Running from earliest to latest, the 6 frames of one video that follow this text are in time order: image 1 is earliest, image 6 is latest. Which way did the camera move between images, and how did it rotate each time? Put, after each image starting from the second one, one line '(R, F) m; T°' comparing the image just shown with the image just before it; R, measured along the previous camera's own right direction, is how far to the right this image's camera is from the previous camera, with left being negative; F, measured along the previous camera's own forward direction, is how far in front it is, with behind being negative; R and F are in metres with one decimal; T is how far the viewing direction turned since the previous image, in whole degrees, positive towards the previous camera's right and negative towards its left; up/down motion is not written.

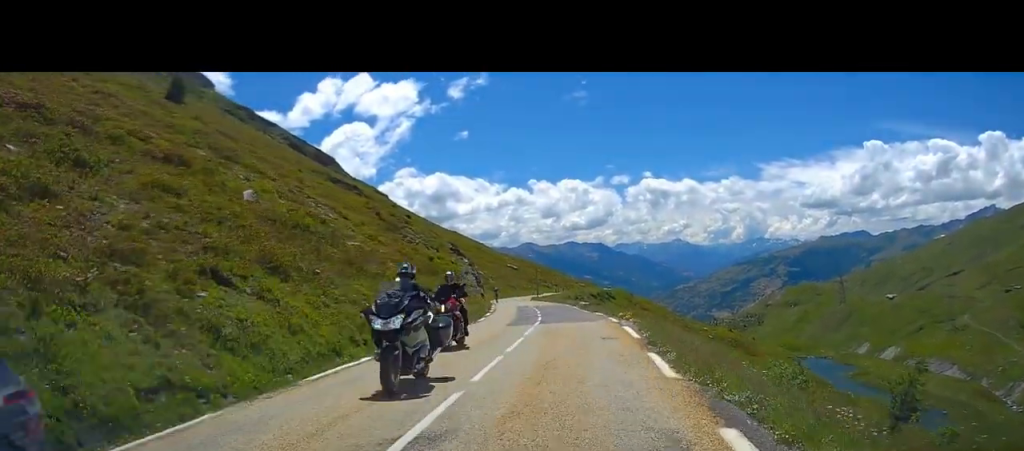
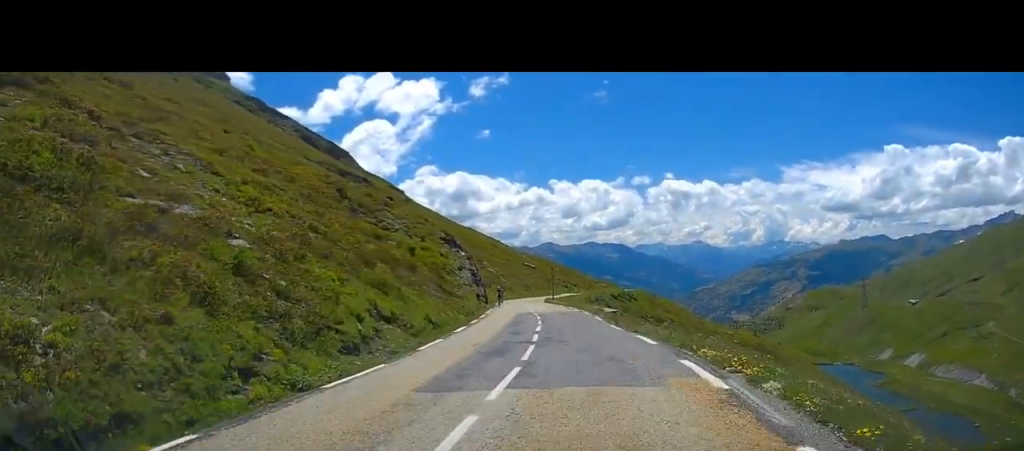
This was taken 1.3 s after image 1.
(-0.2, +16.4) m; -3°
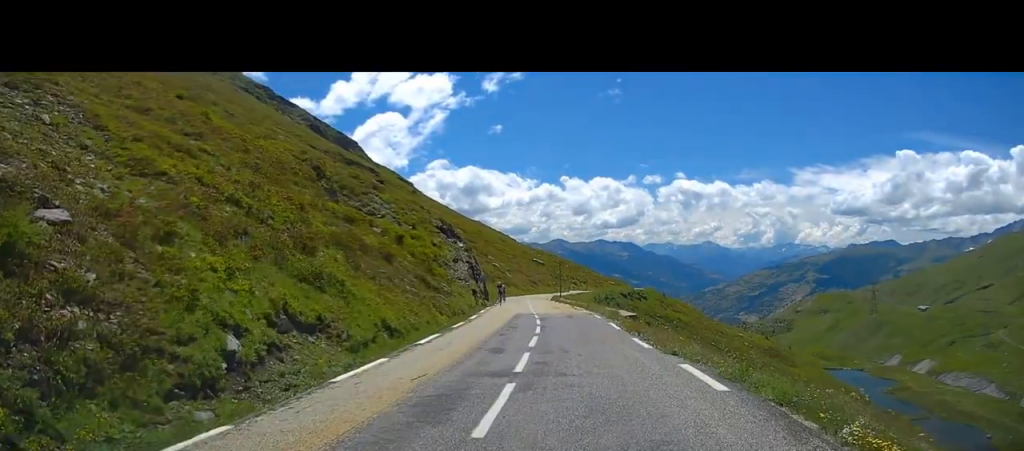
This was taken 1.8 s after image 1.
(0.0, +7.4) m; -2°
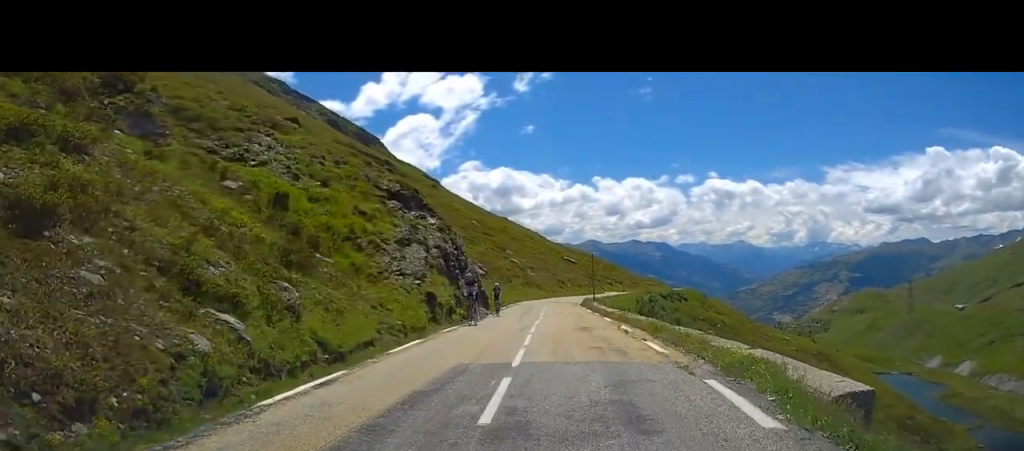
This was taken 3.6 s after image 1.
(-1.3, +27.0) m; -4°
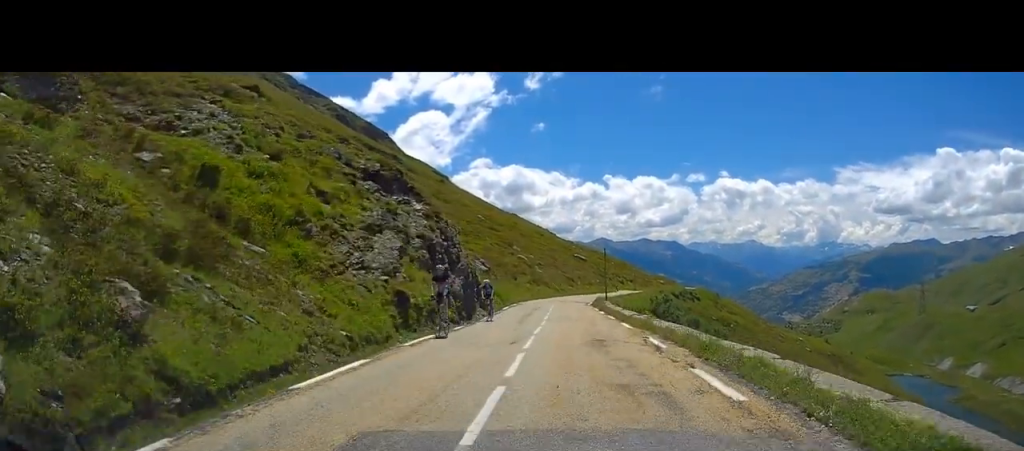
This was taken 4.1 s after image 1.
(0.0, +6.1) m; -1°
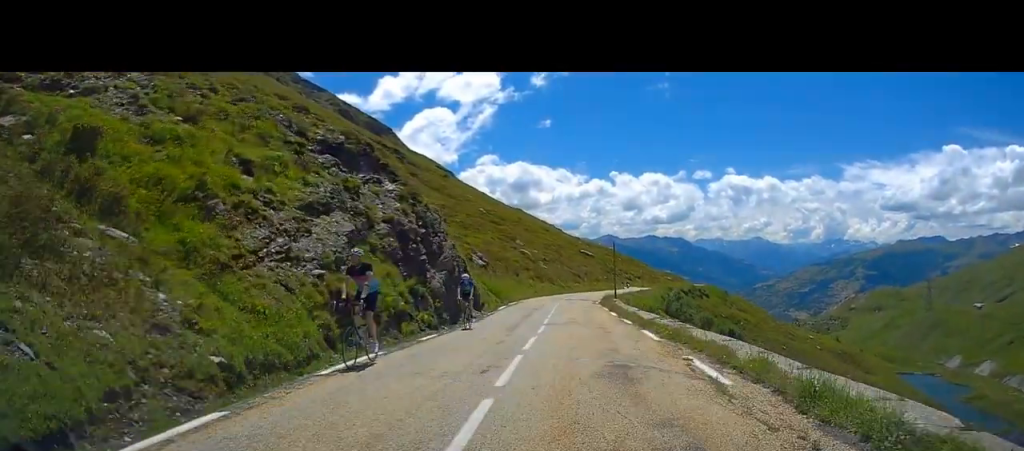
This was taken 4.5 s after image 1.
(0.0, +5.9) m; -1°
